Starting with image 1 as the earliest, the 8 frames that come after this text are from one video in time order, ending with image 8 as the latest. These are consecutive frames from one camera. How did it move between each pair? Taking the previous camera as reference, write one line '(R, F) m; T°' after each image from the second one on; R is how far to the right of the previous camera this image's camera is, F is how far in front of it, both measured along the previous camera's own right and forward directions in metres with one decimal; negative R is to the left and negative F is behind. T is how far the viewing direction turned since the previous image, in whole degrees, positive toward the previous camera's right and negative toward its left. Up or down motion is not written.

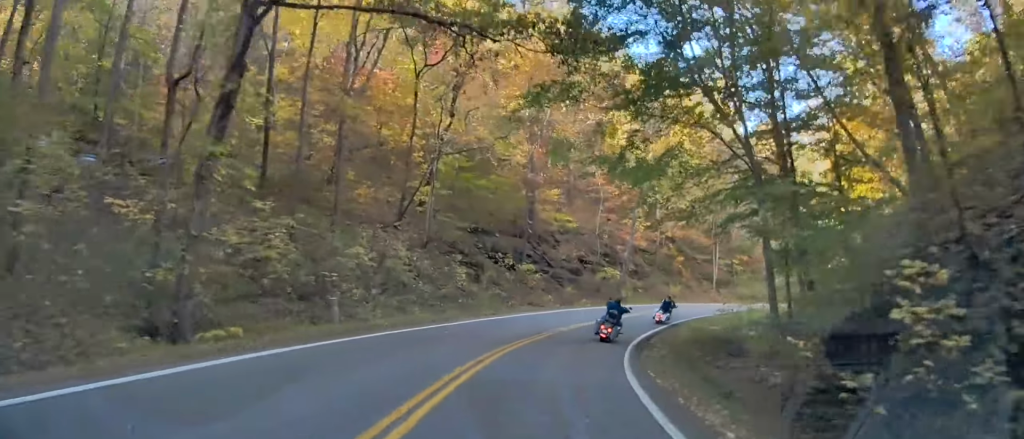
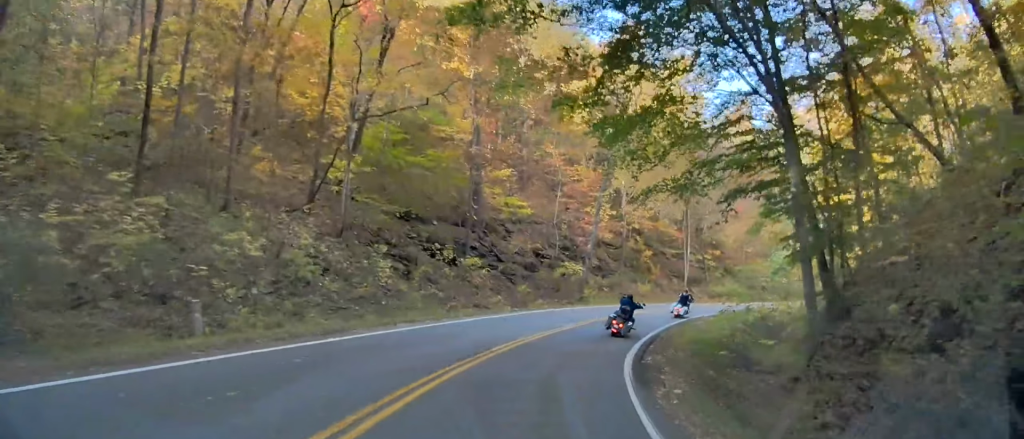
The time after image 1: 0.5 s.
(-0.1, +8.5) m; +4°
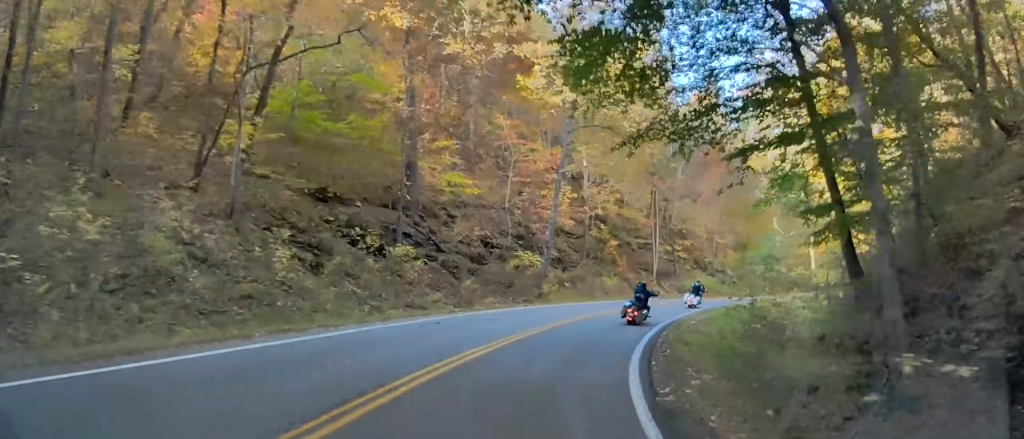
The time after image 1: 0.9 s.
(-0.2, +7.4) m; +4°
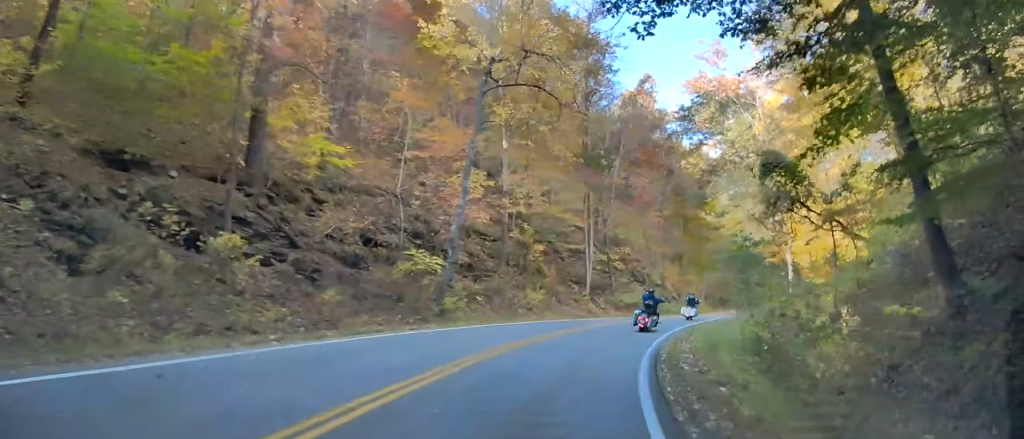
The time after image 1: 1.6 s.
(+1.3, +10.8) m; +7°
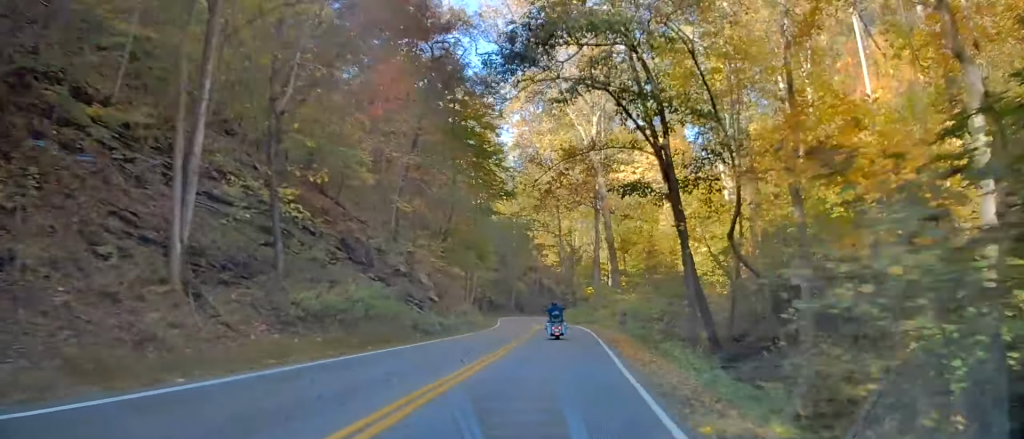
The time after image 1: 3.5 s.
(+5.8, +33.6) m; +17°
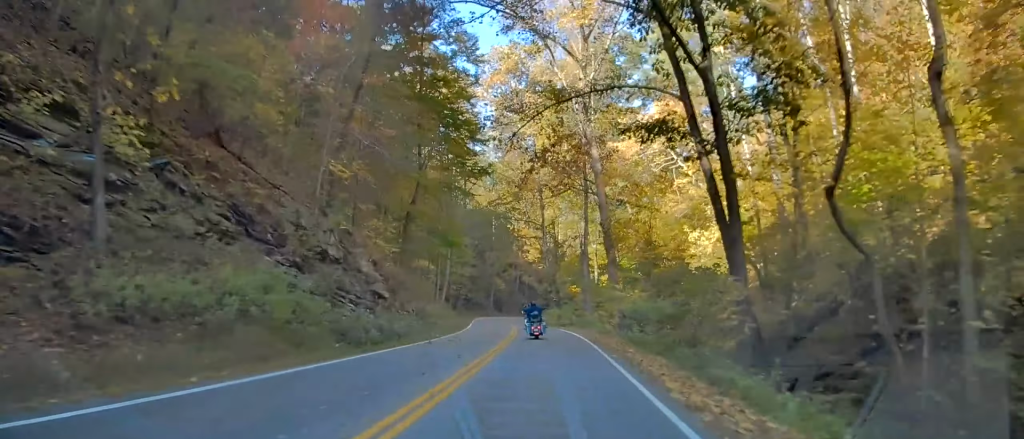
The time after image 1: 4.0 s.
(+0.4, +9.2) m; +3°
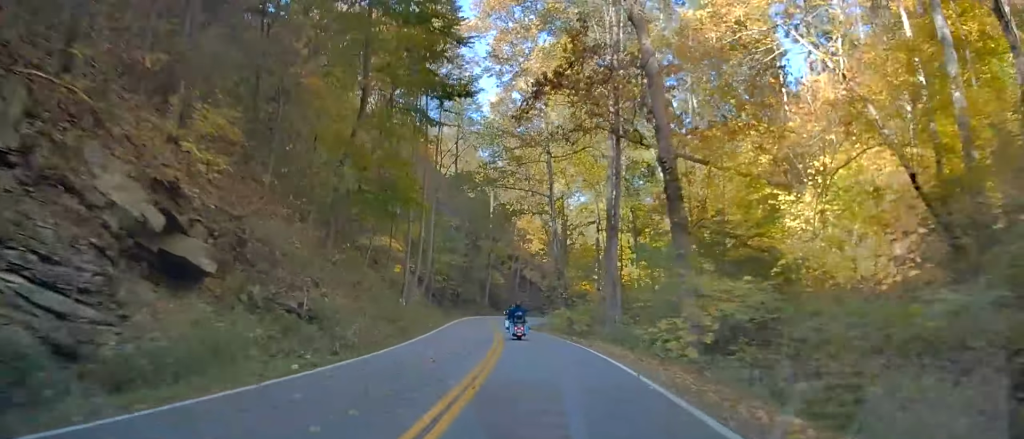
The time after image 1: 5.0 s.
(+0.1, +18.1) m; +2°
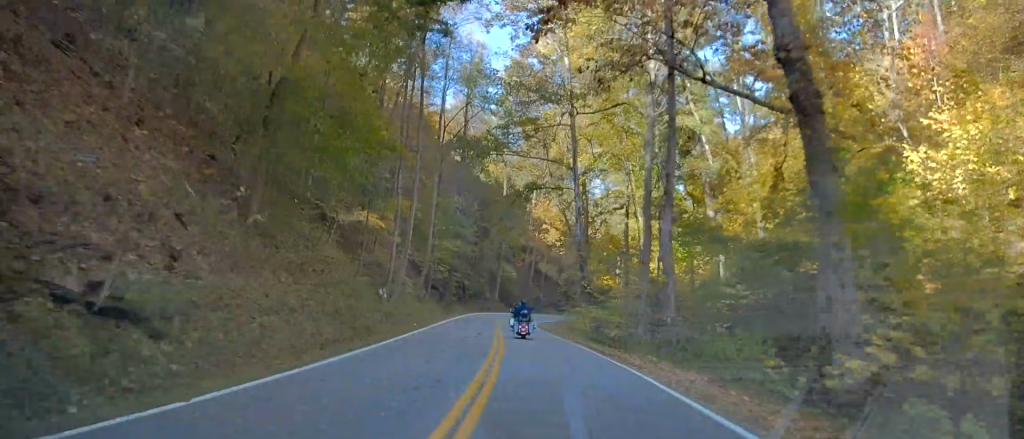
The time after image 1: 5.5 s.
(+0.4, +10.1) m; 0°
